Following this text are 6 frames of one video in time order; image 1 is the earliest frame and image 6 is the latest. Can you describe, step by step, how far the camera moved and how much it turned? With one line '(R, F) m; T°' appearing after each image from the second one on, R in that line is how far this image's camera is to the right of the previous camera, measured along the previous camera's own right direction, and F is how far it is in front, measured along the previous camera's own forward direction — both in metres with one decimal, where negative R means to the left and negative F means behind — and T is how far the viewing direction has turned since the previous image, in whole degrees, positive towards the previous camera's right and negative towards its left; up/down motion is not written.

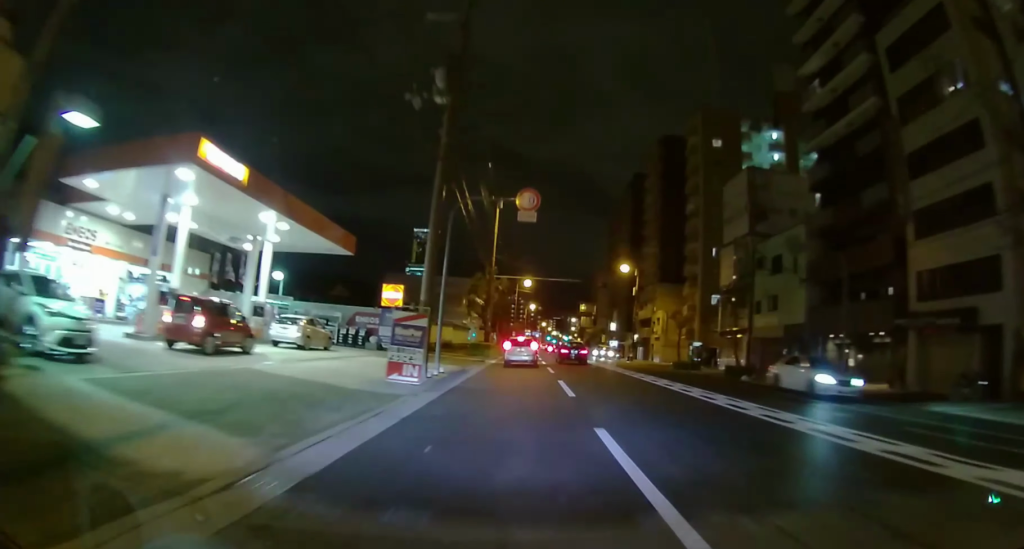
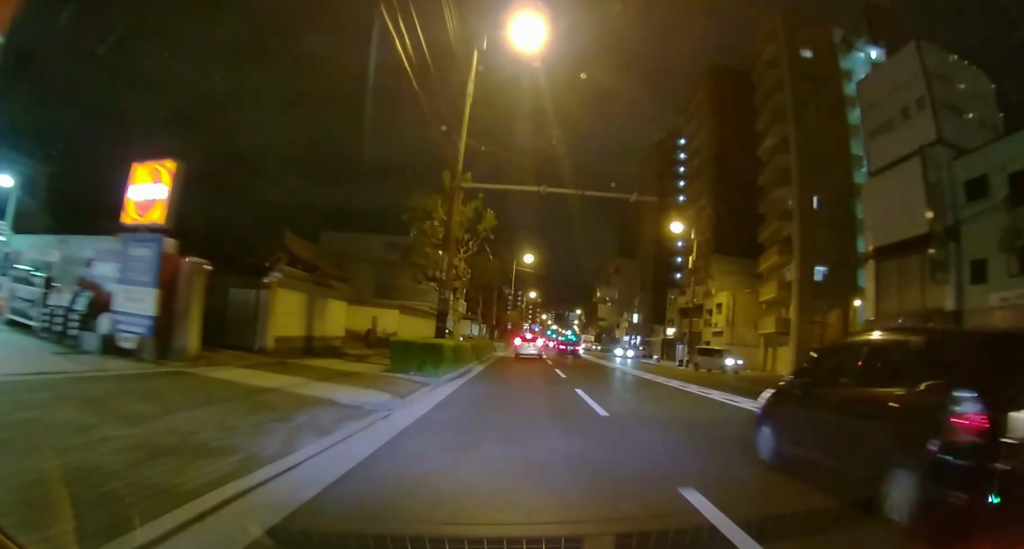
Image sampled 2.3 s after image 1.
(+0.3, +24.0) m; 0°
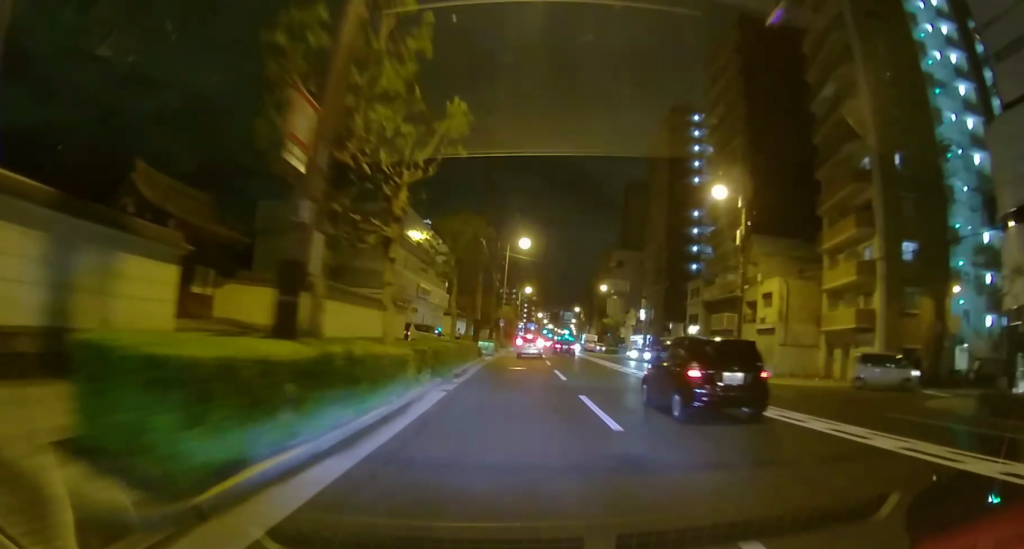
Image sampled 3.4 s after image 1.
(-0.2, +11.4) m; -1°
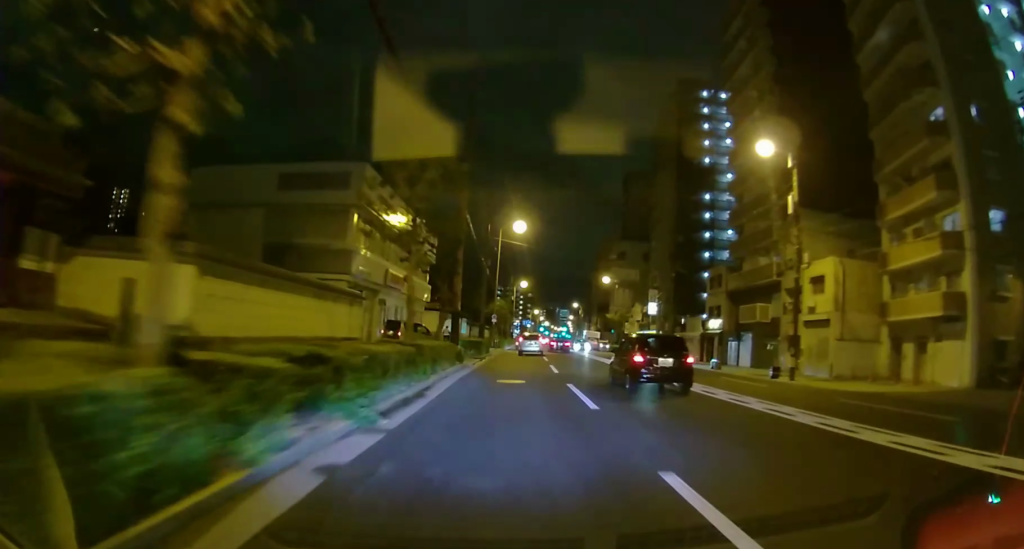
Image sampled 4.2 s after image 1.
(0.0, +8.1) m; 0°
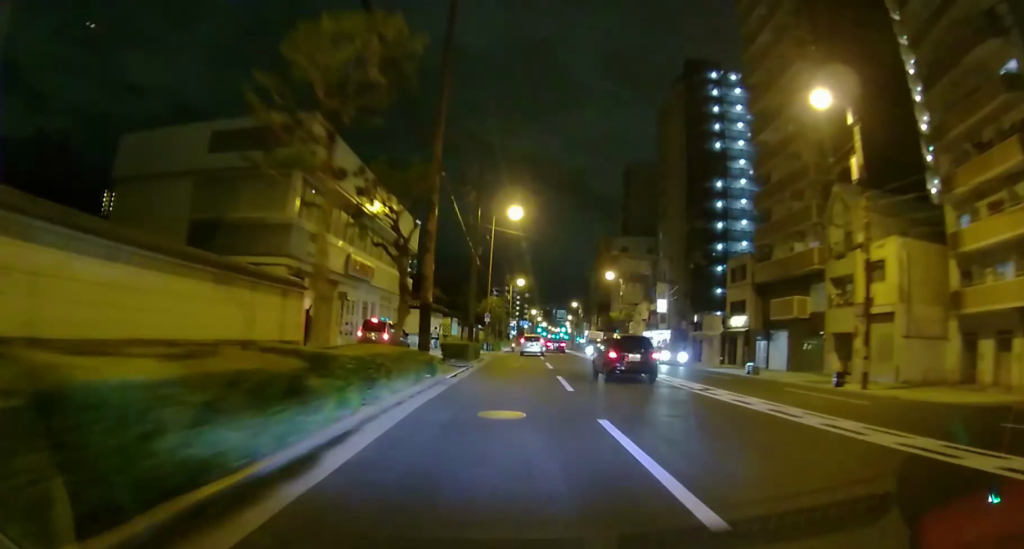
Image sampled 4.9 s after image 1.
(0.0, +6.7) m; 0°
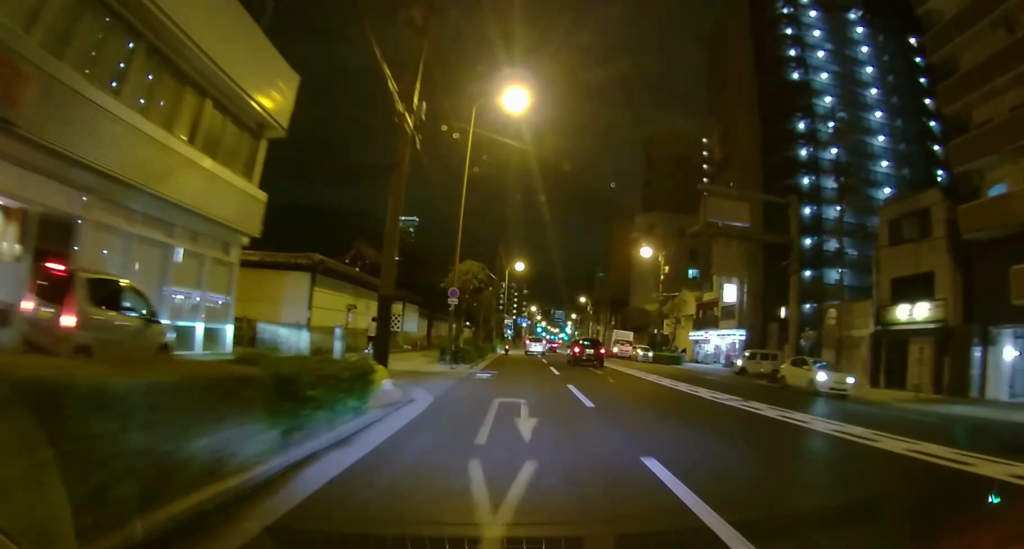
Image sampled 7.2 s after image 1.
(+0.1, +22.8) m; +1°
